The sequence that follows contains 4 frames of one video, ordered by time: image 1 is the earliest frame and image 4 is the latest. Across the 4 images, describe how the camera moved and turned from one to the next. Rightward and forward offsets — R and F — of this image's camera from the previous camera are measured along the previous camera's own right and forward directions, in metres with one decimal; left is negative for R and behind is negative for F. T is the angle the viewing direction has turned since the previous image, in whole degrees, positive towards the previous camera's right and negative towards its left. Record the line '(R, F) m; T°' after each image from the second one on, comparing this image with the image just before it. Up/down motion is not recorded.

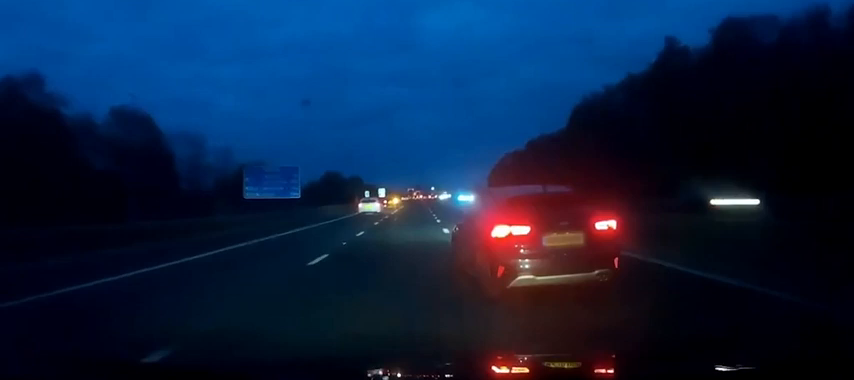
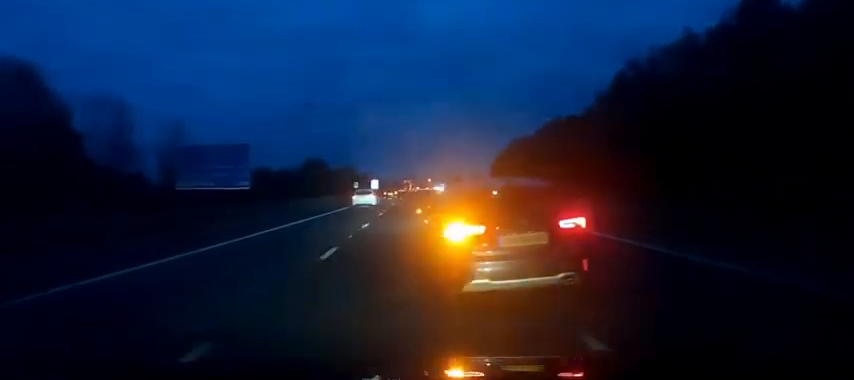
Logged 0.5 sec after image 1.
(-0.1, +17.2) m; 0°
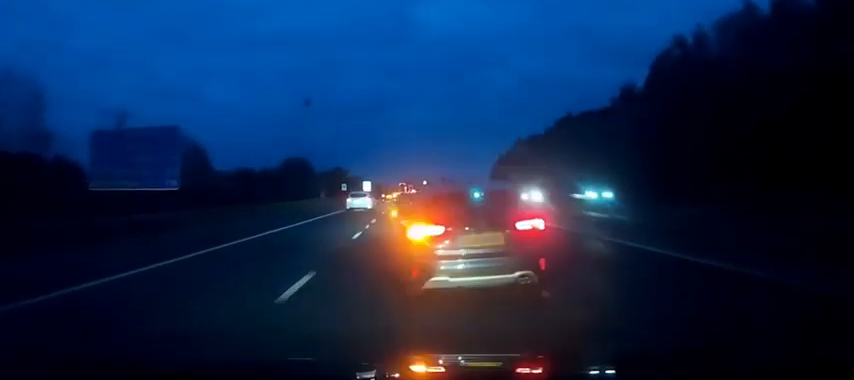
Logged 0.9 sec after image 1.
(-0.1, +13.2) m; 0°
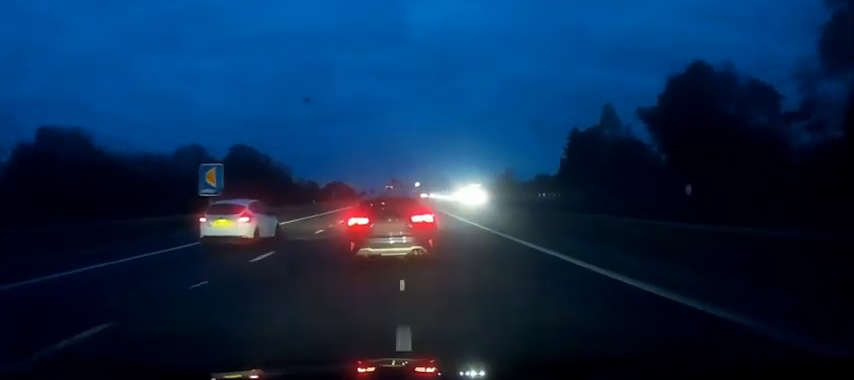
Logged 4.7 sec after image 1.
(+3.4, +121.5) m; +1°
